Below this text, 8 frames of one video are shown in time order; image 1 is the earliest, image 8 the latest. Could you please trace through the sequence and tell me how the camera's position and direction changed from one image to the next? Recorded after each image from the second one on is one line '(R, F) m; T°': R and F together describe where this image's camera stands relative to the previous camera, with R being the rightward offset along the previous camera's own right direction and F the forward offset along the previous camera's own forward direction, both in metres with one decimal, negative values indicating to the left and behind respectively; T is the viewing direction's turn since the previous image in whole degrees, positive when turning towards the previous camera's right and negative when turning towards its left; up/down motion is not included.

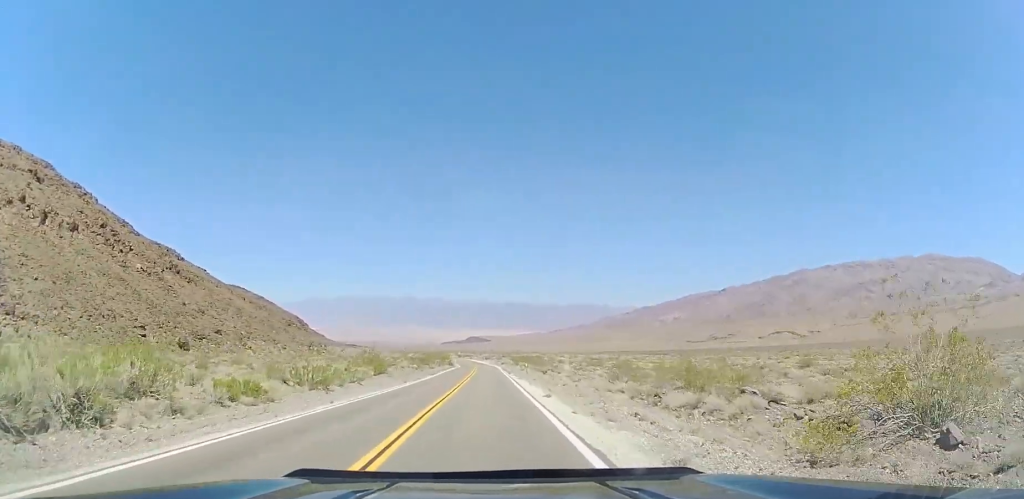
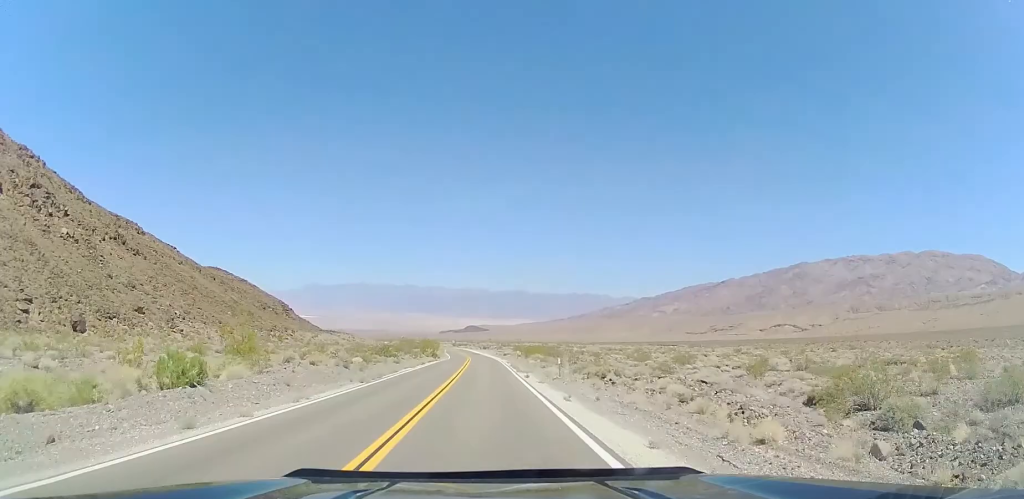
(+0.2, +28.5) m; 0°
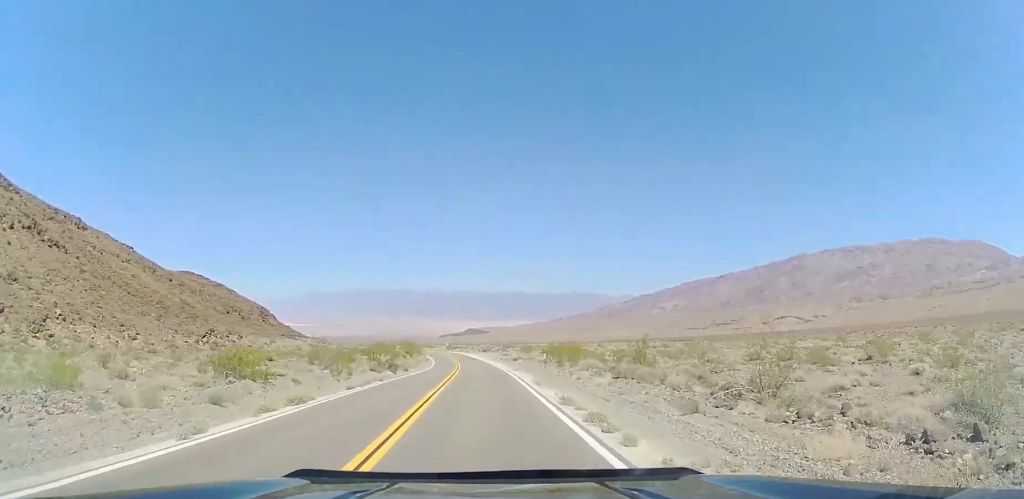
(-0.3, +32.9) m; 0°
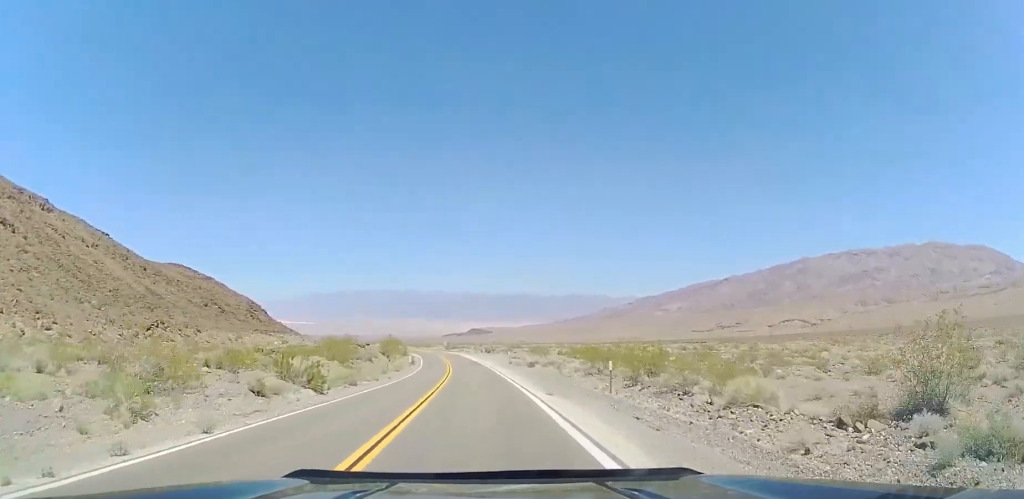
(+0.4, +20.4) m; 0°
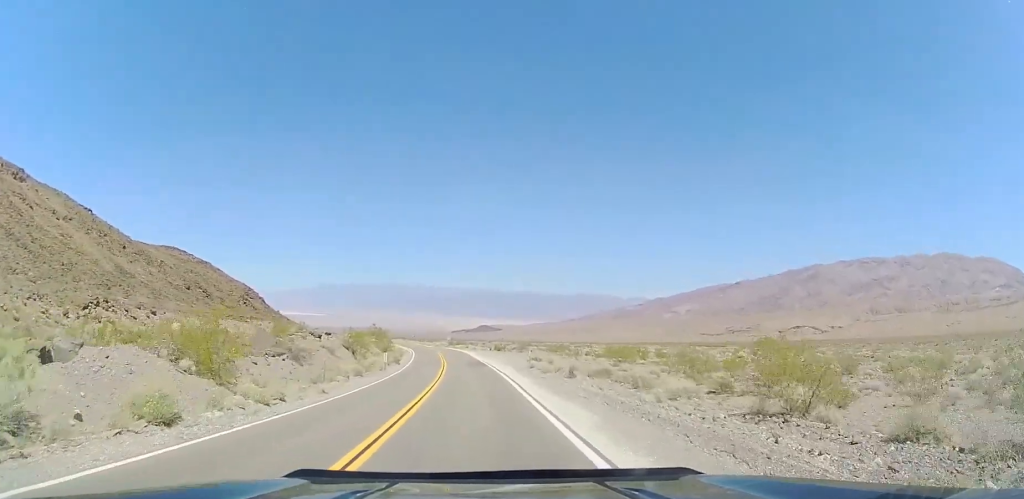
(-0.3, +19.3) m; 0°
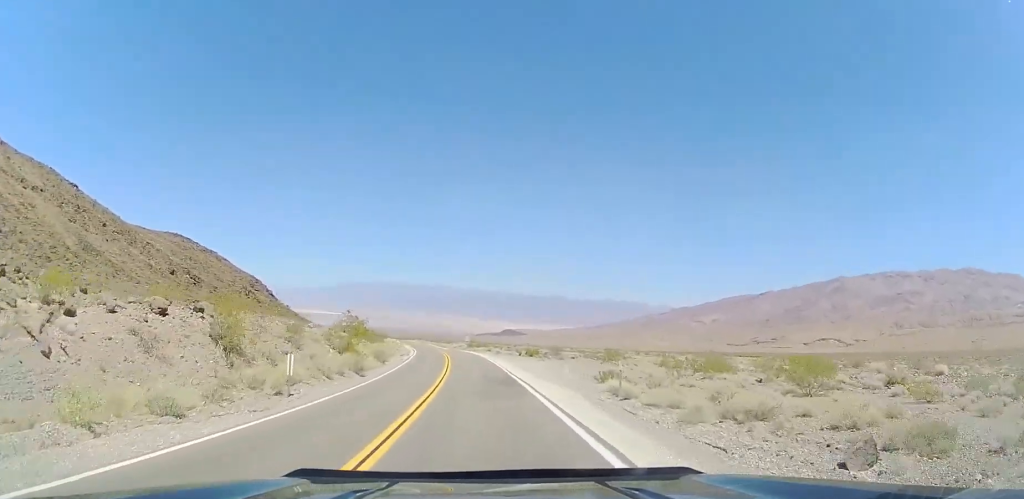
(+0.2, +23.4) m; -1°
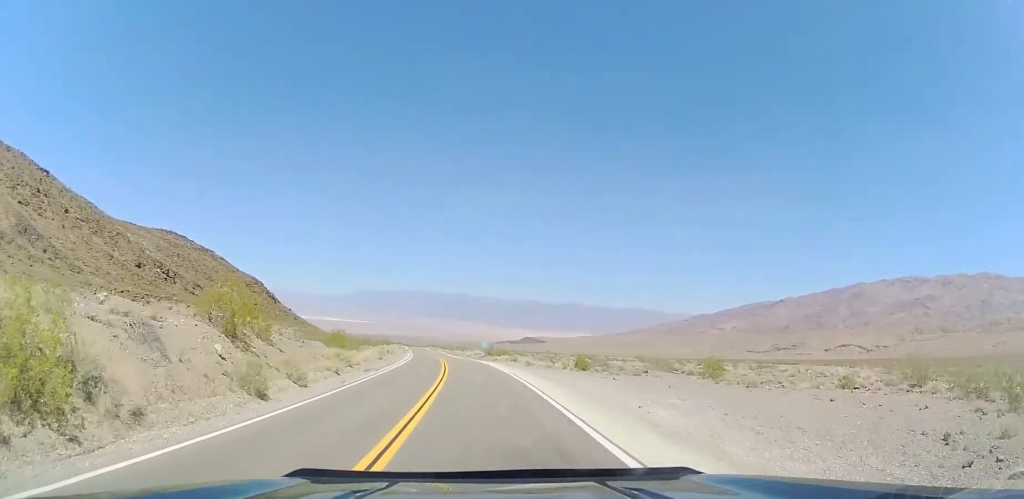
(-0.7, +23.5) m; -4°
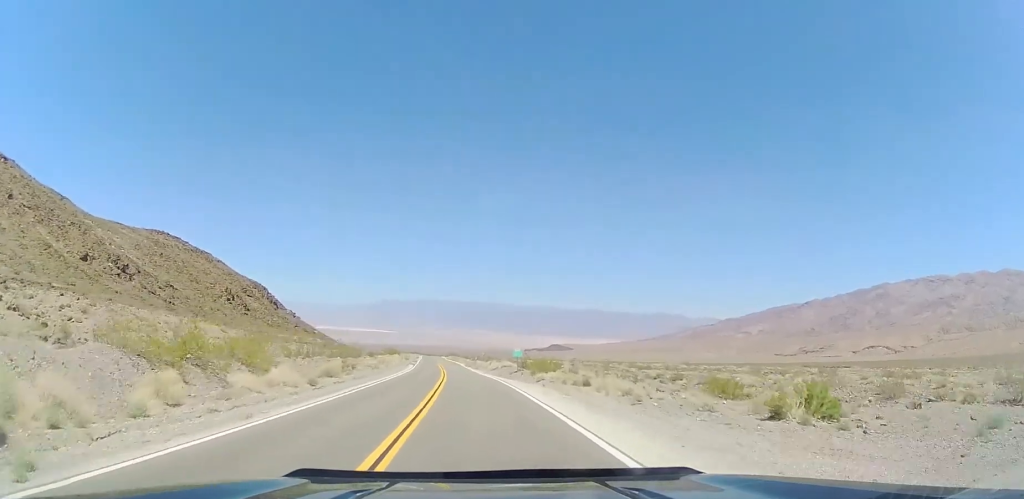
(-0.9, +27.2) m; -4°
